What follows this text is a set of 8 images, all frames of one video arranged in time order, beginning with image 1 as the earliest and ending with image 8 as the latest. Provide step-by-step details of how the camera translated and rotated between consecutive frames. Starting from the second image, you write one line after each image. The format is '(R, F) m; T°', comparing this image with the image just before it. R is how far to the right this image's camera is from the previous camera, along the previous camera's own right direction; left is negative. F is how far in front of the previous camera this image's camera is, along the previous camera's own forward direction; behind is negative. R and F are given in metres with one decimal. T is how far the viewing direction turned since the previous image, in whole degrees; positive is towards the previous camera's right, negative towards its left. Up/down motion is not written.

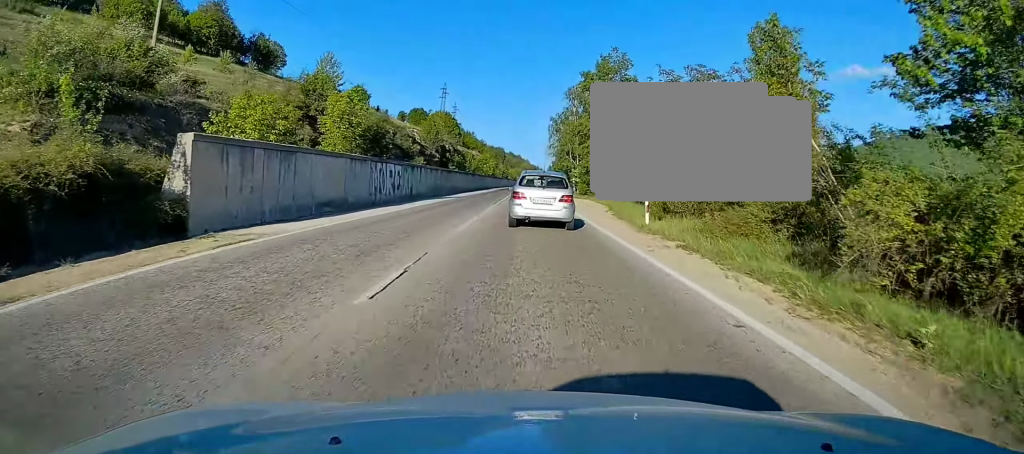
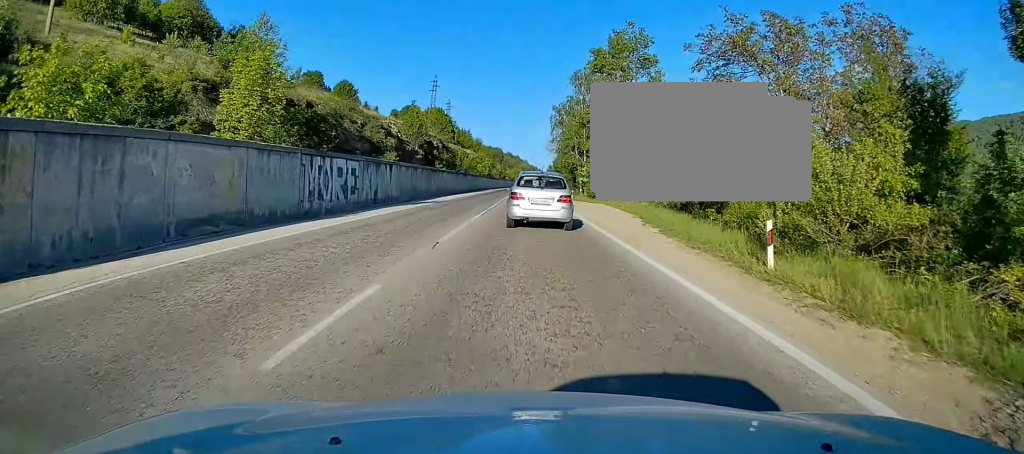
(0.0, +11.2) m; -1°
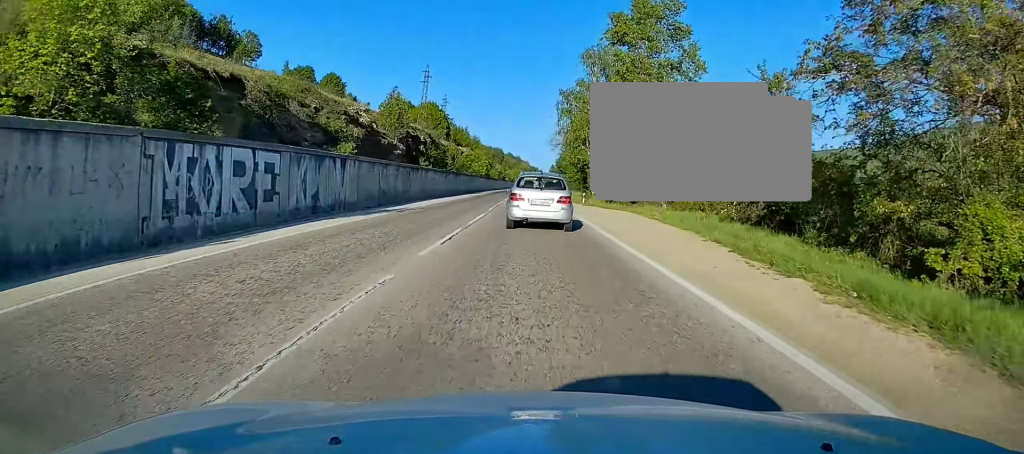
(-0.2, +11.2) m; -1°
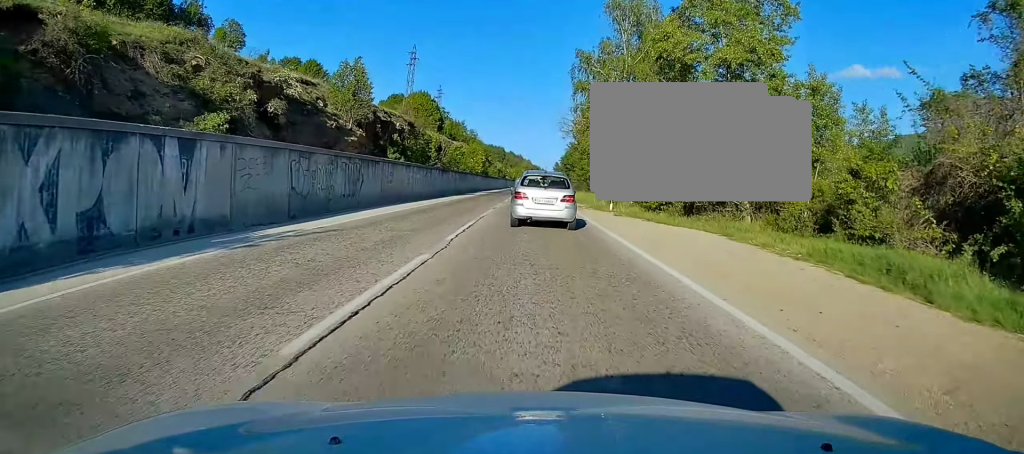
(-0.1, +15.1) m; +1°
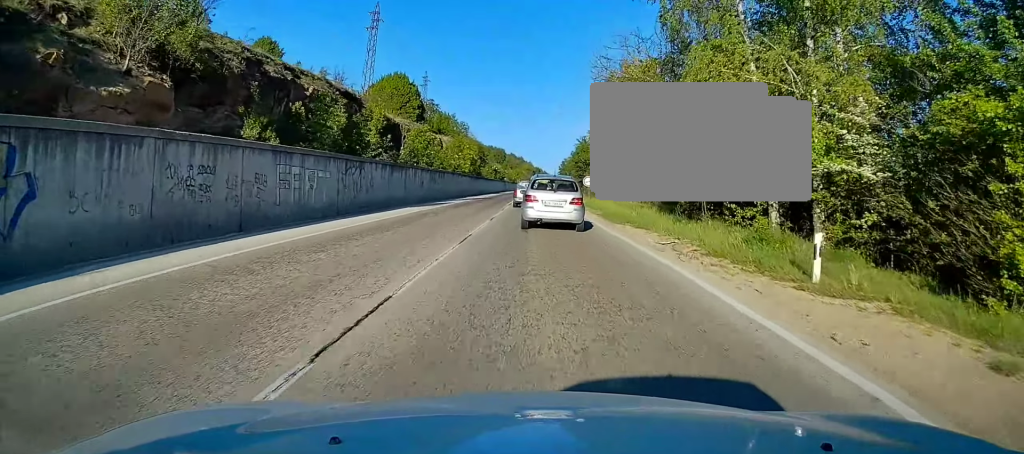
(+0.4, +24.7) m; 0°
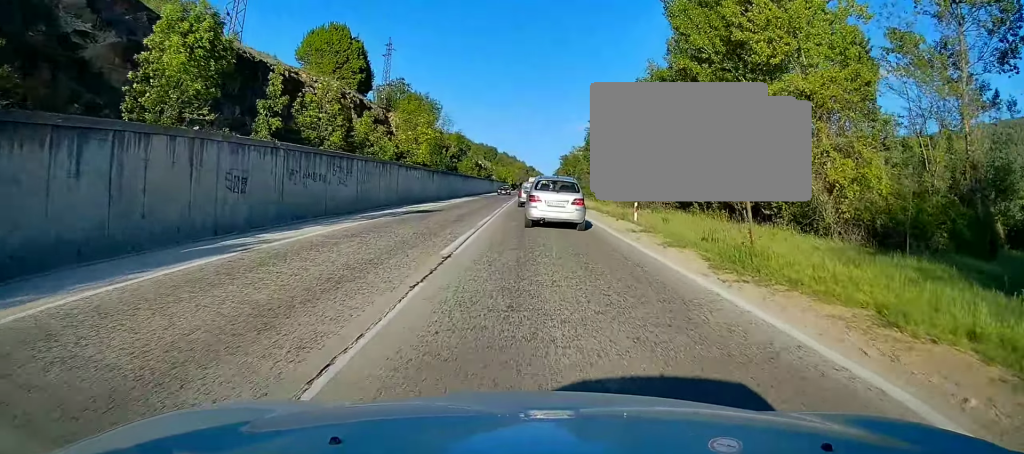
(+0.1, +31.6) m; 0°
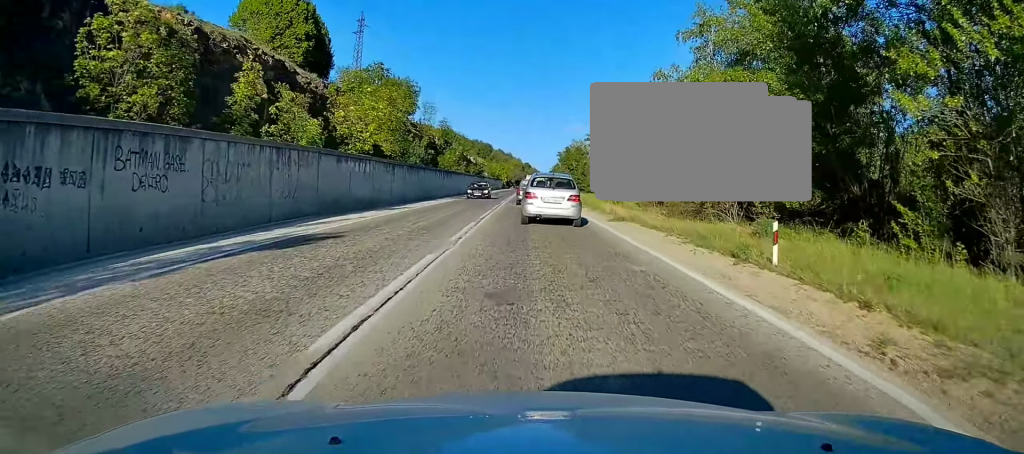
(-0.3, +15.5) m; 0°
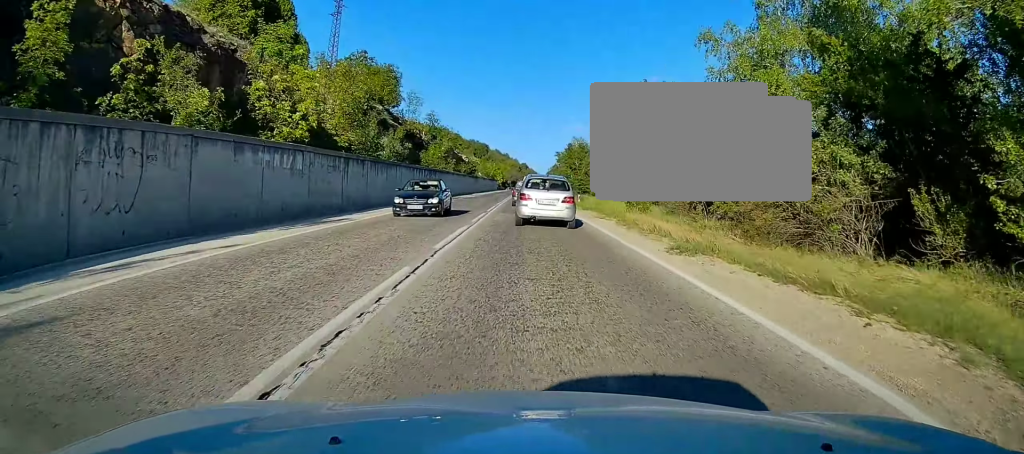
(+0.2, +10.3) m; +1°
